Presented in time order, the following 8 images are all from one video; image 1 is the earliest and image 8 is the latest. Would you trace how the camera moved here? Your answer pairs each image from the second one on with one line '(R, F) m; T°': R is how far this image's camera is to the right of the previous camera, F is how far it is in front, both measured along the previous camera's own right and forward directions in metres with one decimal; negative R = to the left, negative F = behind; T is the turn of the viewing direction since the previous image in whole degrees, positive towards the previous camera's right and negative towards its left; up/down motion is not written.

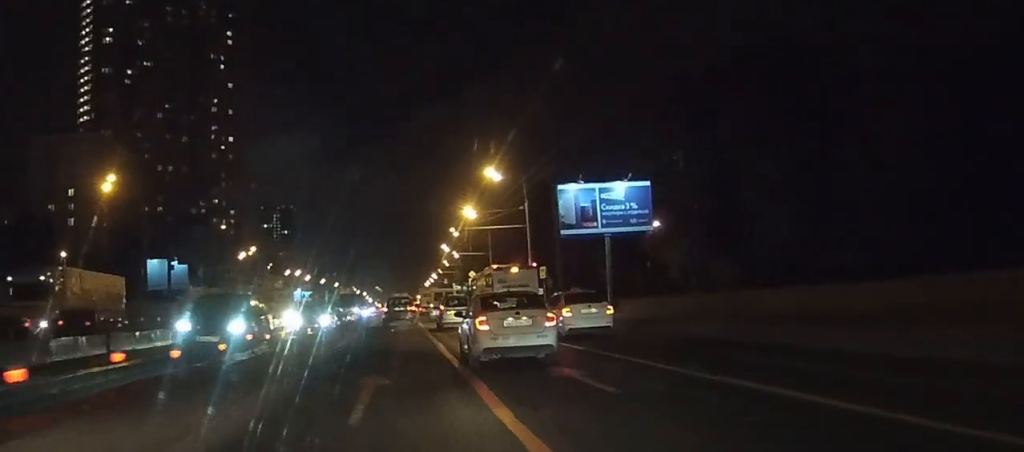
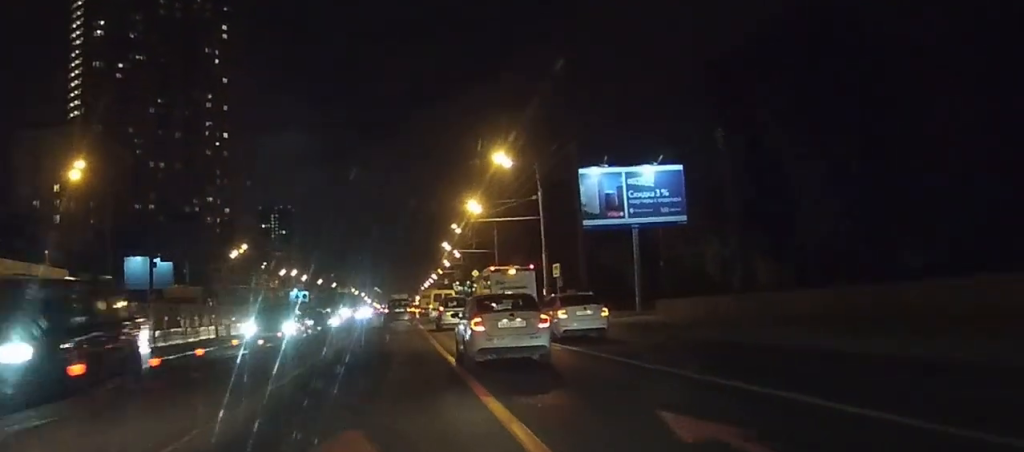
(0.0, +7.0) m; 0°
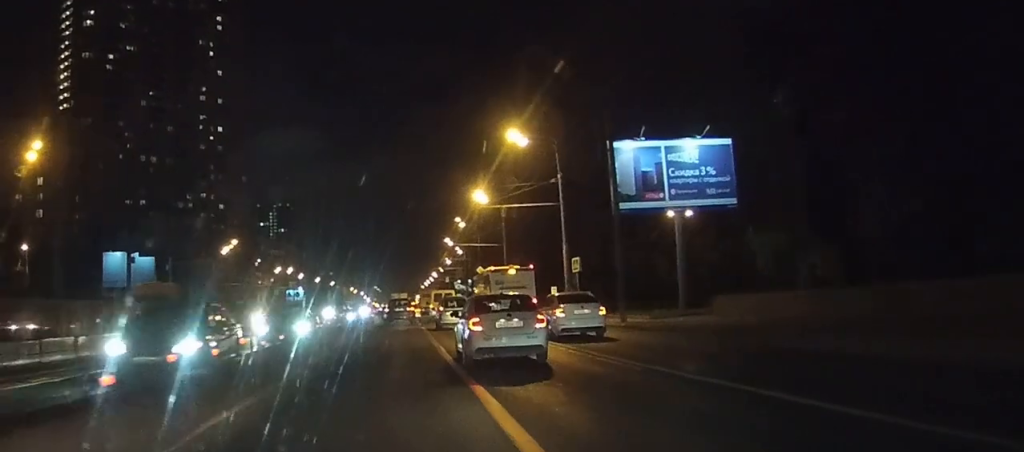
(0.0, +7.6) m; 0°
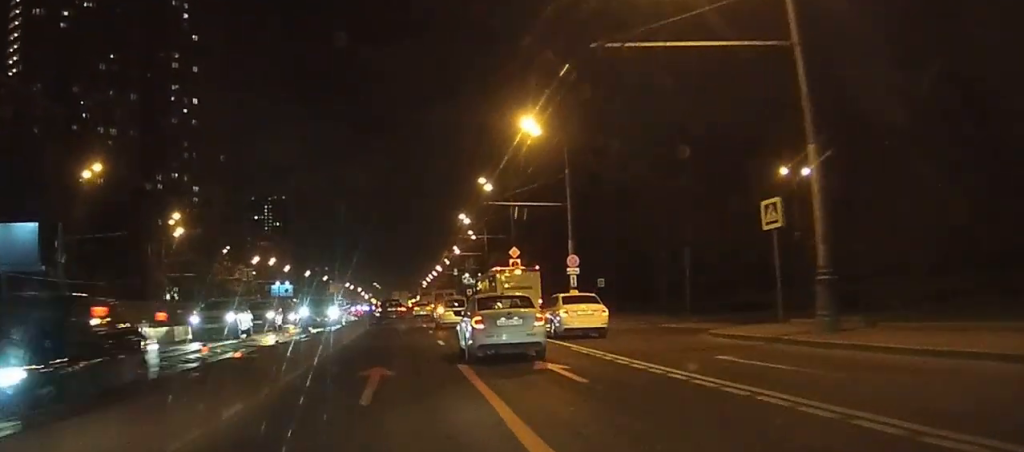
(+0.2, +32.5) m; 0°
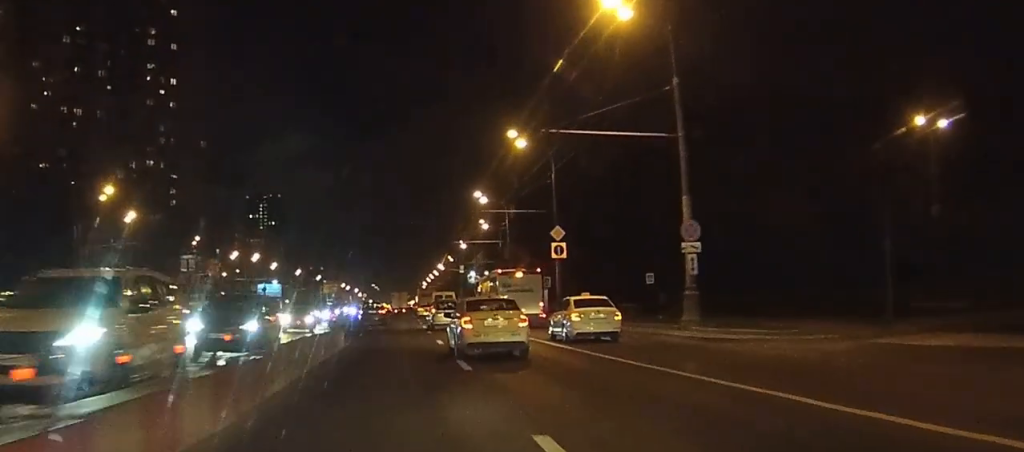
(+0.1, +21.7) m; +1°
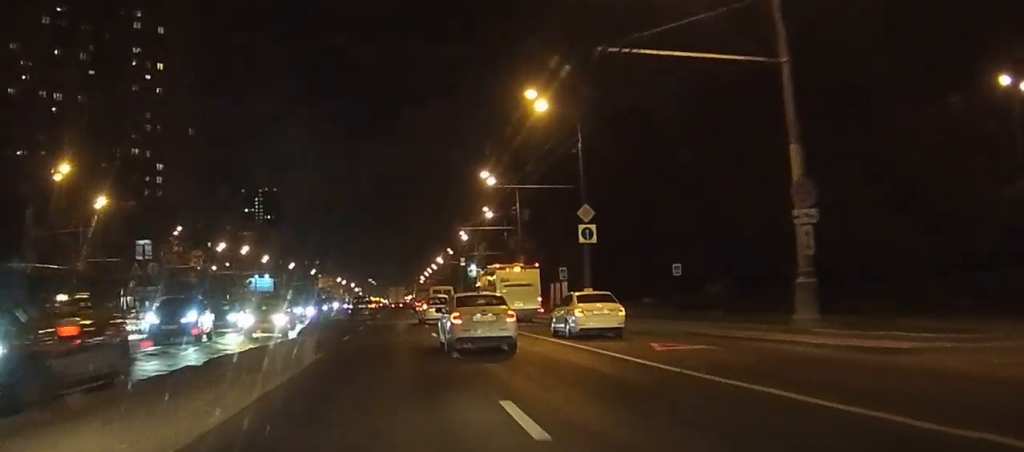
(+0.1, +9.2) m; 0°
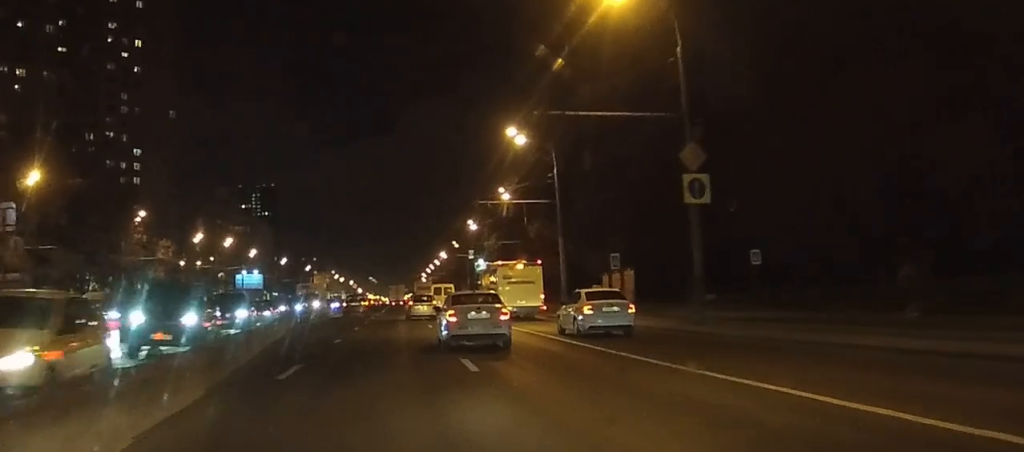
(0.0, +17.3) m; 0°
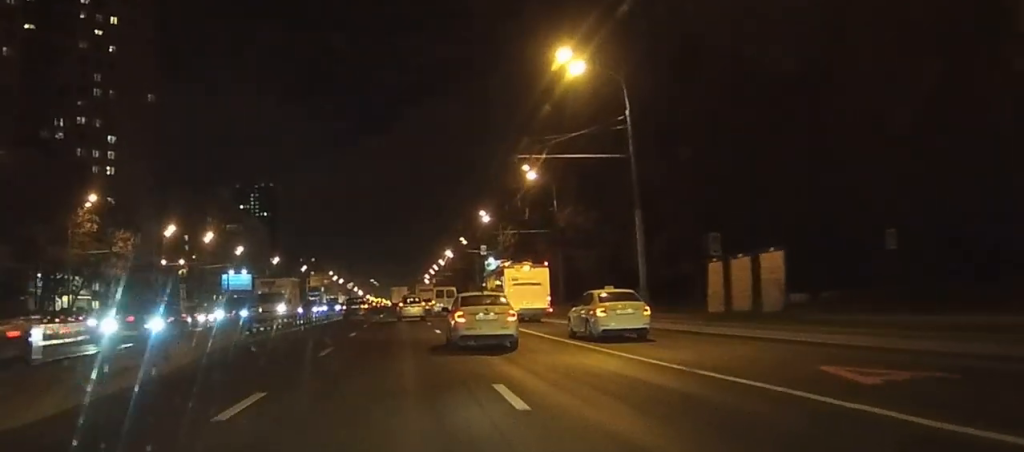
(-0.1, +17.3) m; 0°
